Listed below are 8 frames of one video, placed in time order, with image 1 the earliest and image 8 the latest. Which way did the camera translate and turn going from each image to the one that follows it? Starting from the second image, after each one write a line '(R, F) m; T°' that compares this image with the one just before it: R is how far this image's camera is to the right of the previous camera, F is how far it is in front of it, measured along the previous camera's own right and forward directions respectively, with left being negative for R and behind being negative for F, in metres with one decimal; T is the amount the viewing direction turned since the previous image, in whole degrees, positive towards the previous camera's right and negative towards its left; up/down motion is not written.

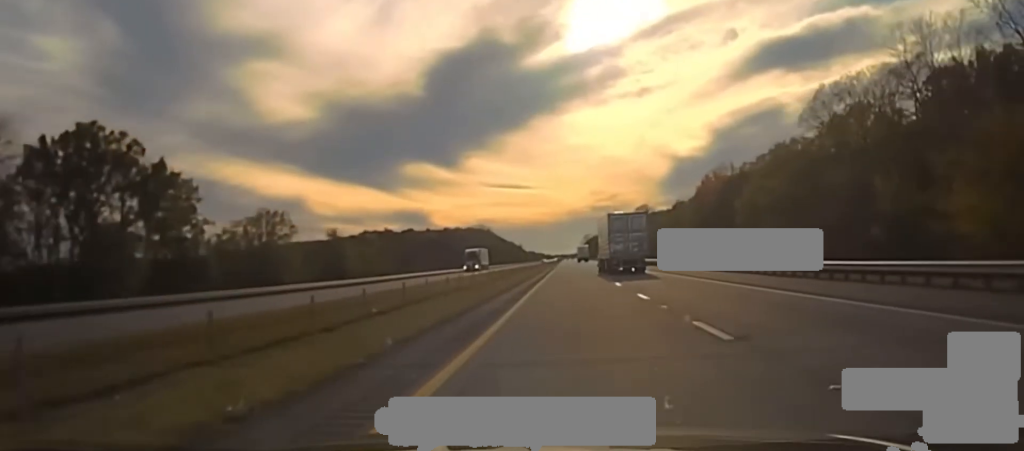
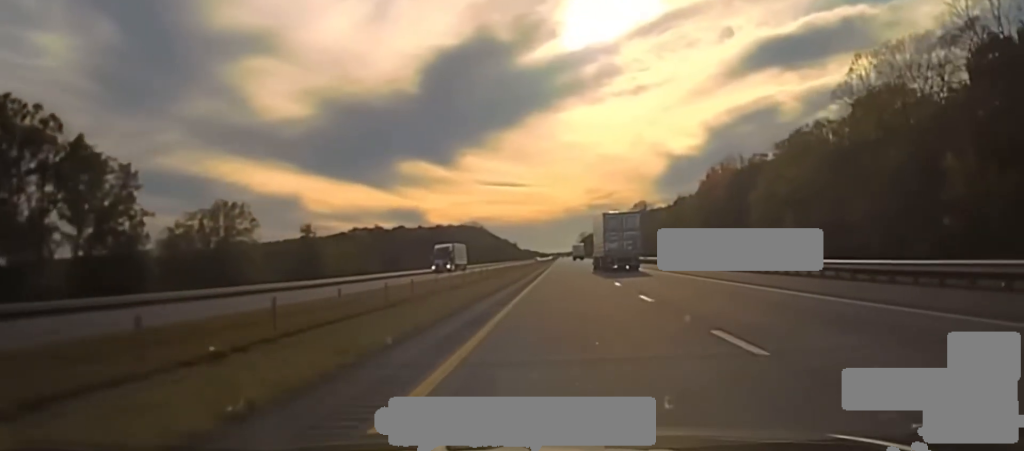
(+0.1, +13.4) m; +1°
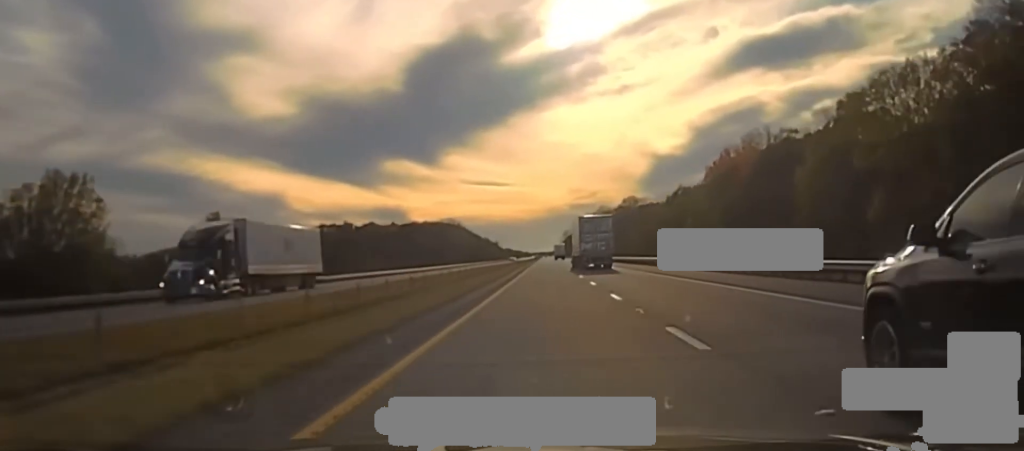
(+0.5, +34.6) m; +1°
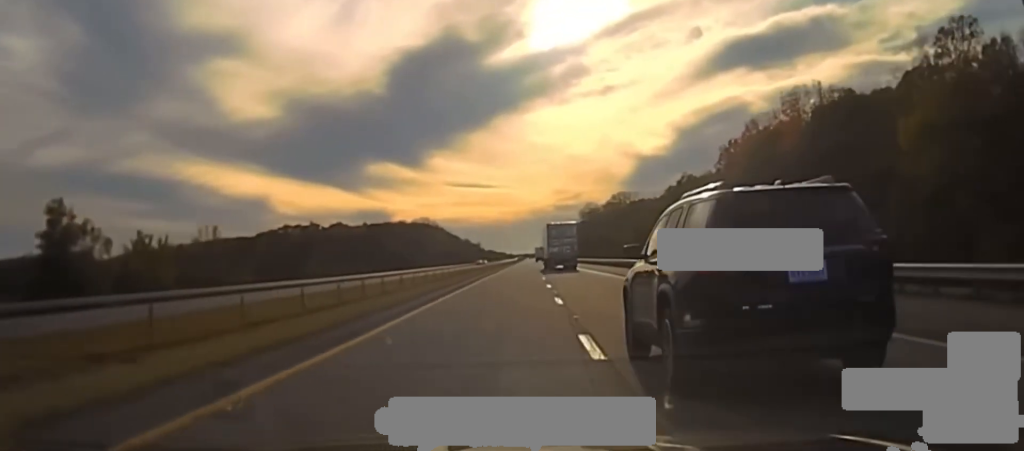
(+0.2, +40.9) m; 0°
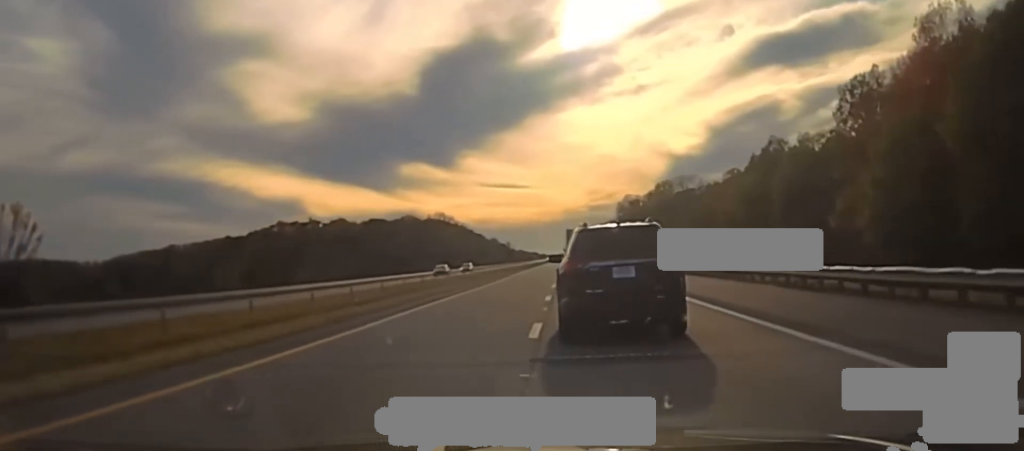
(-0.7, +60.6) m; -2°
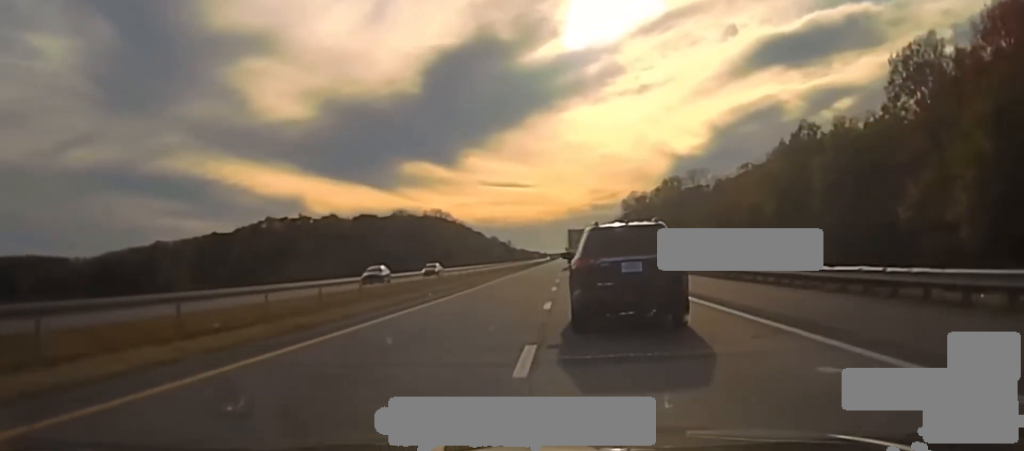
(-0.1, +14.3) m; 0°
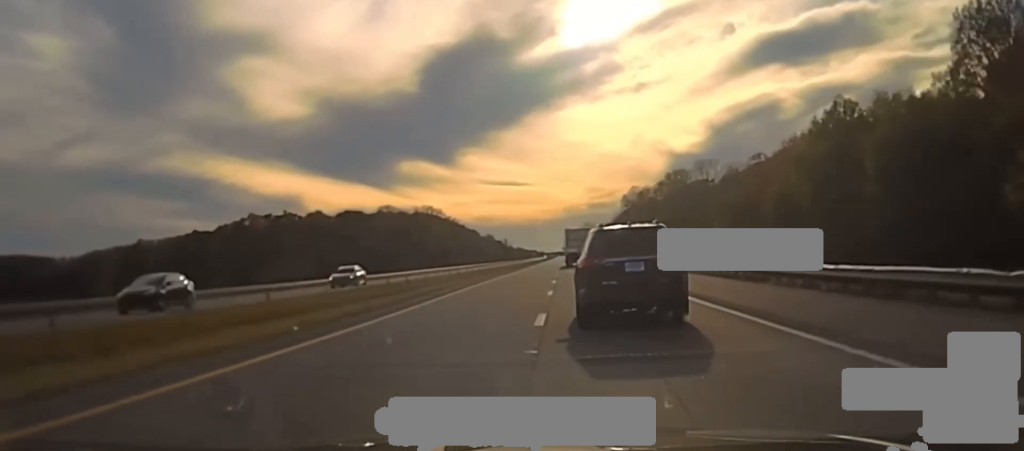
(+0.1, +16.2) m; 0°
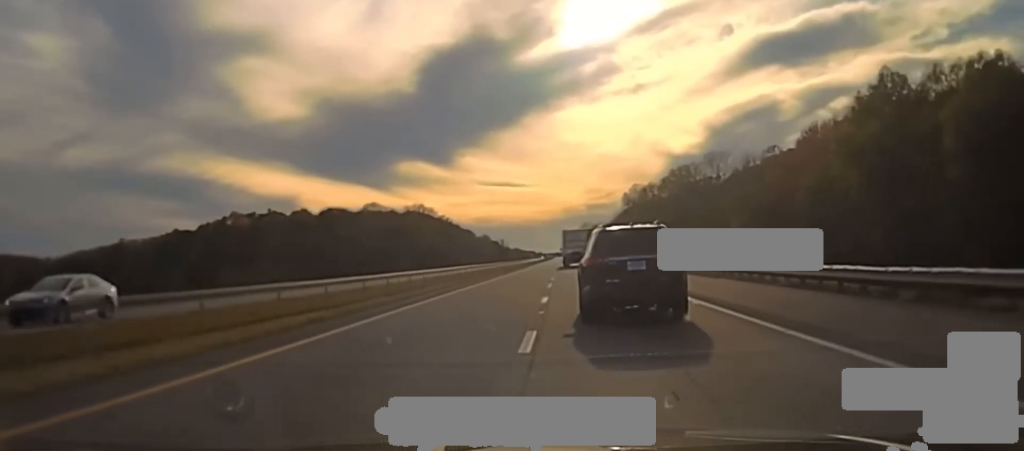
(0.0, +15.4) m; 0°
